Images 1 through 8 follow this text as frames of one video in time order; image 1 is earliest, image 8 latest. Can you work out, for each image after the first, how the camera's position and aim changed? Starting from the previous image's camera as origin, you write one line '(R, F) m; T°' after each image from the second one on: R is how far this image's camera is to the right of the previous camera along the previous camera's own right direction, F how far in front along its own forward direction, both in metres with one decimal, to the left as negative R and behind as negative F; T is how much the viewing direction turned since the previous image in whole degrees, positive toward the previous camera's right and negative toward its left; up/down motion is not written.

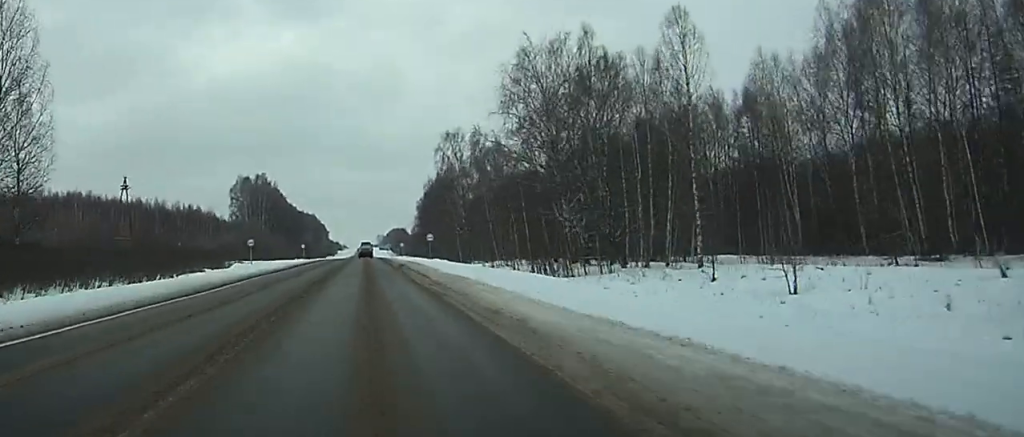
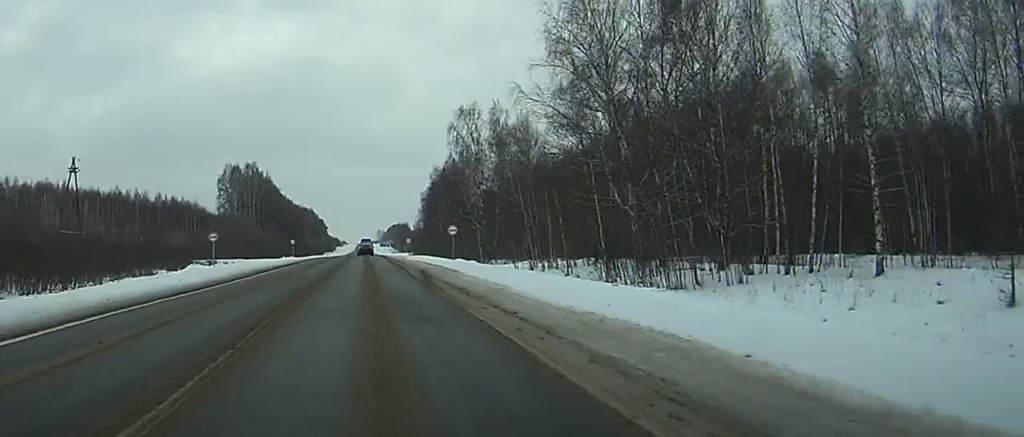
(0.0, +21.6) m; 0°
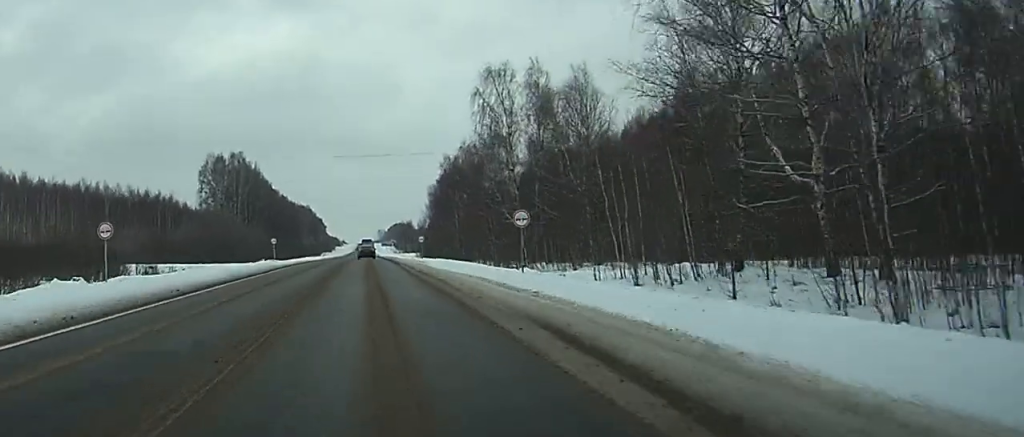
(-0.2, +27.8) m; 0°
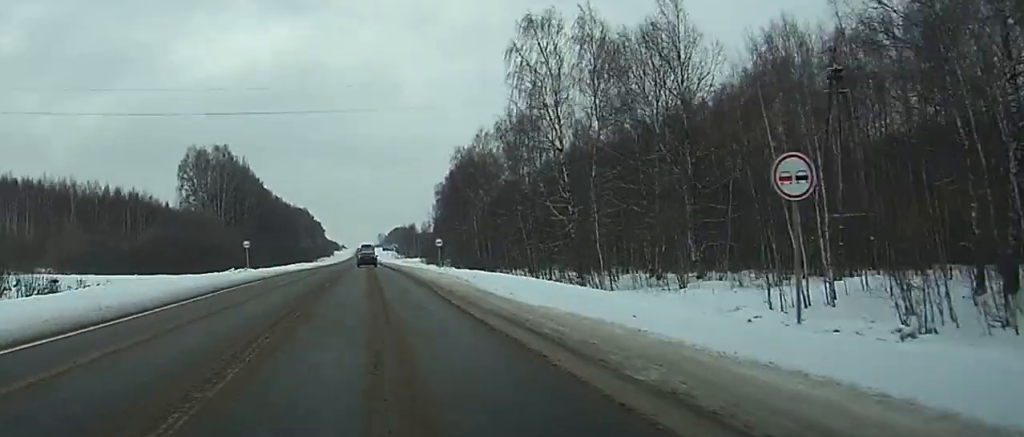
(0.0, +23.7) m; 0°
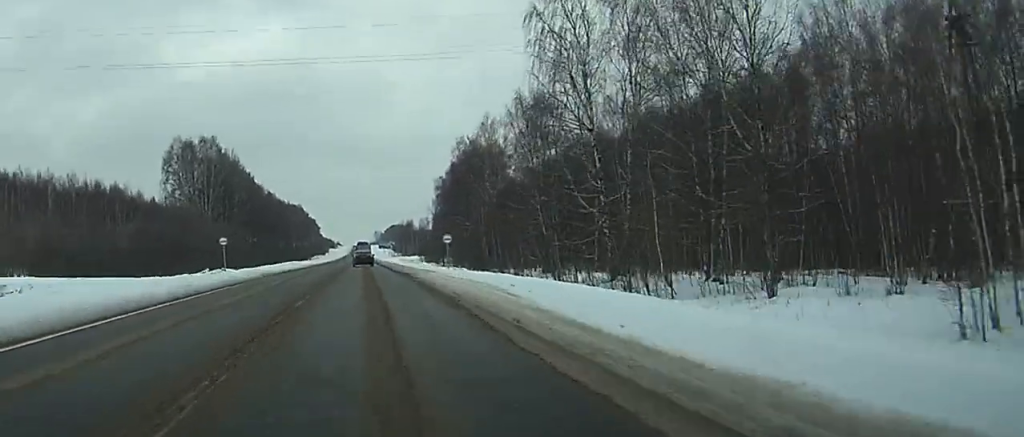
(0.0, +11.0) m; 0°
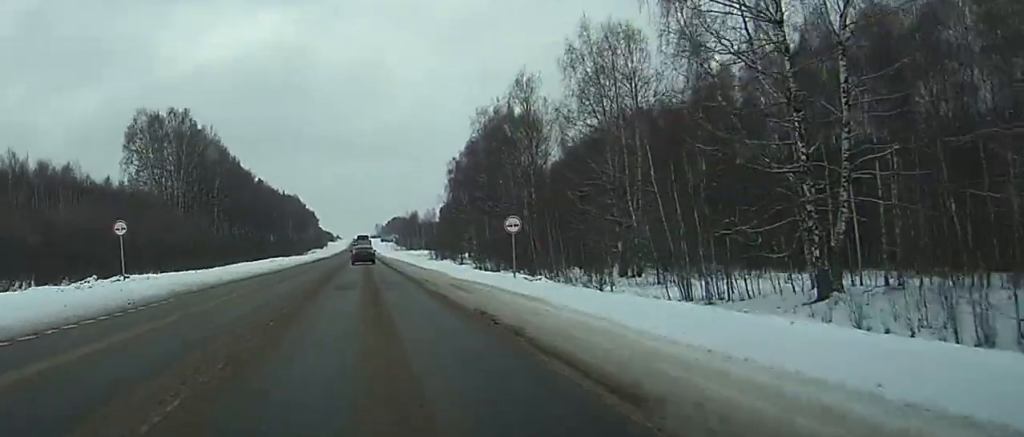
(+0.1, +29.3) m; 0°
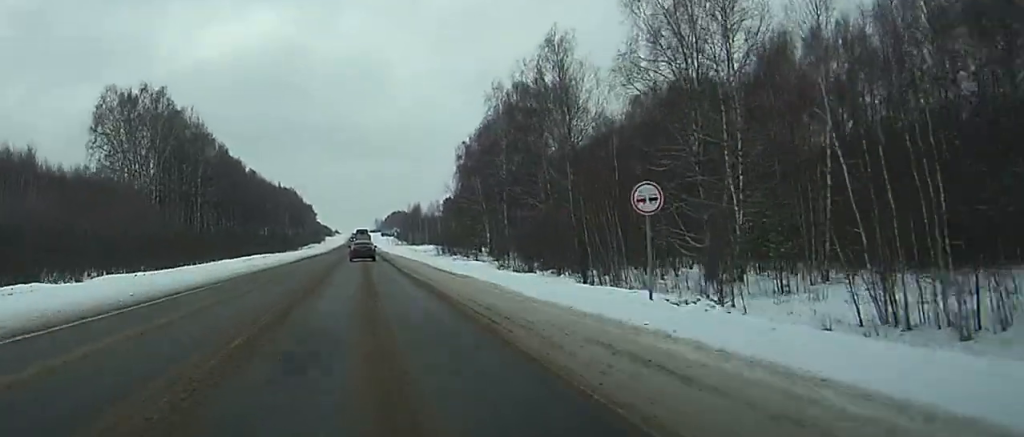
(+0.1, +18.0) m; 0°
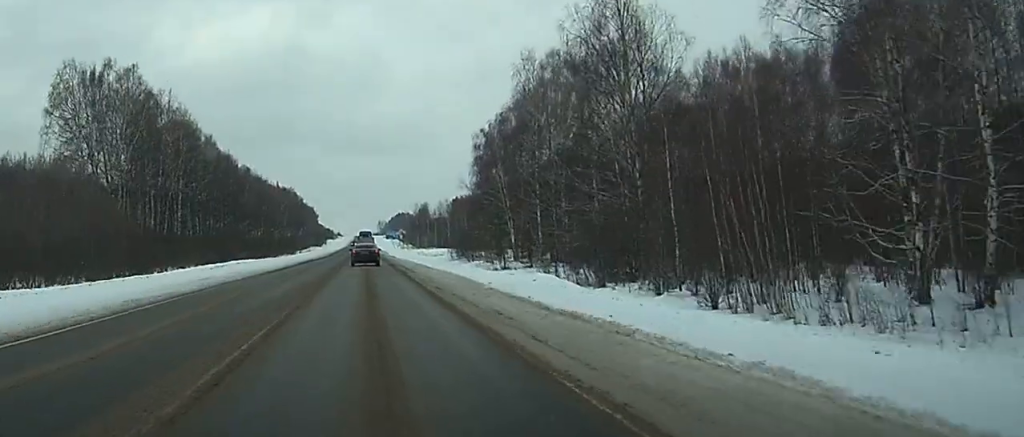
(0.0, +20.4) m; 0°
